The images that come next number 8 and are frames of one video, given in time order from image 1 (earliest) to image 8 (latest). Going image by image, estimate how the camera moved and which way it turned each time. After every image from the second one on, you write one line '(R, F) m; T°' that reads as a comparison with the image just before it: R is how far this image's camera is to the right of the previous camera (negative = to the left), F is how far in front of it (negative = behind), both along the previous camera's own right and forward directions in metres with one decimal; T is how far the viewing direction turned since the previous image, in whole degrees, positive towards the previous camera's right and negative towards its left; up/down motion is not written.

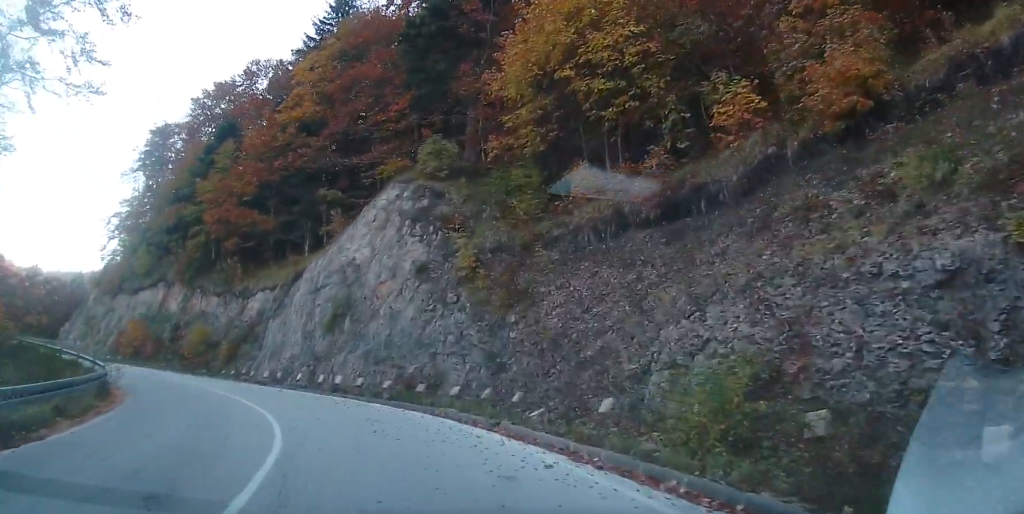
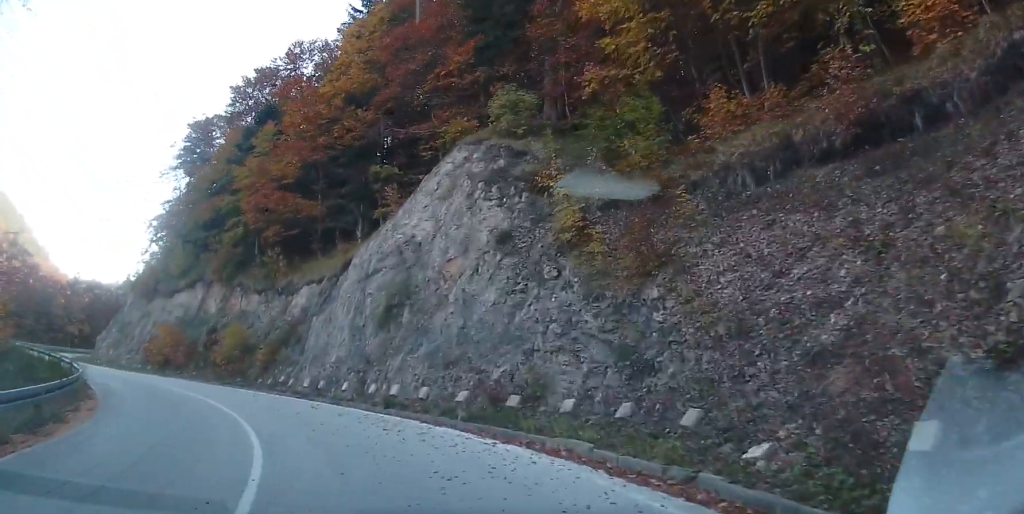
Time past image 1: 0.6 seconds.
(-0.7, +5.9) m; -10°
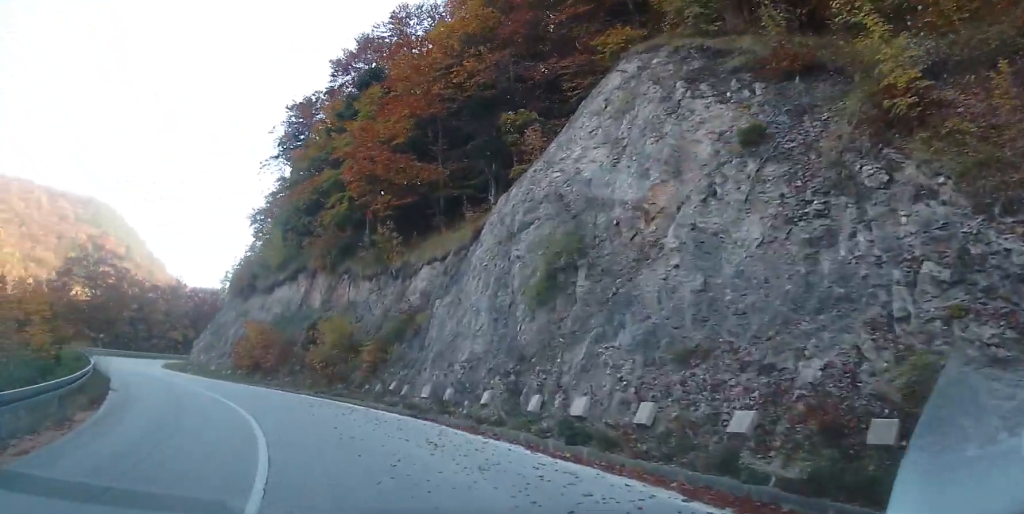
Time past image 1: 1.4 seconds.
(-1.1, +7.5) m; -11°
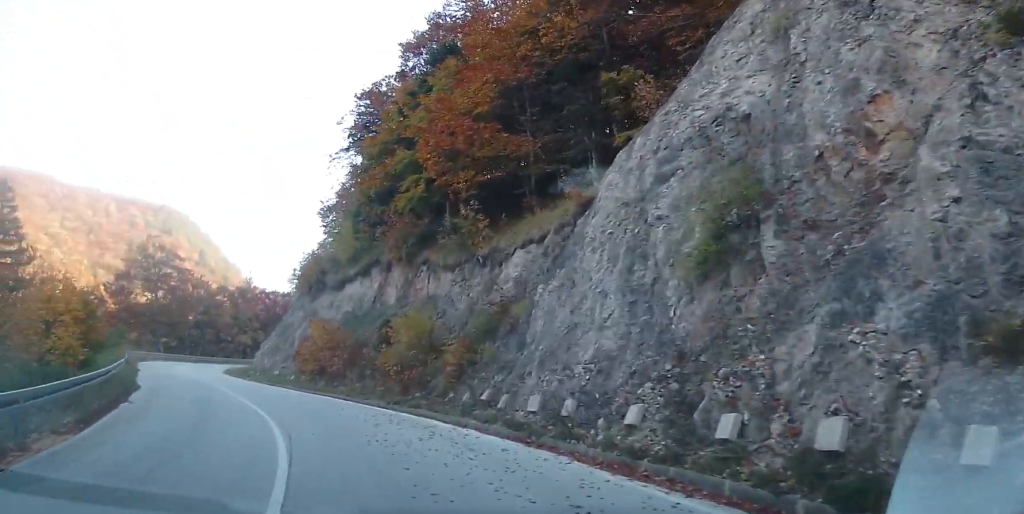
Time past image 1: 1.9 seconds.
(-0.1, +4.2) m; -3°
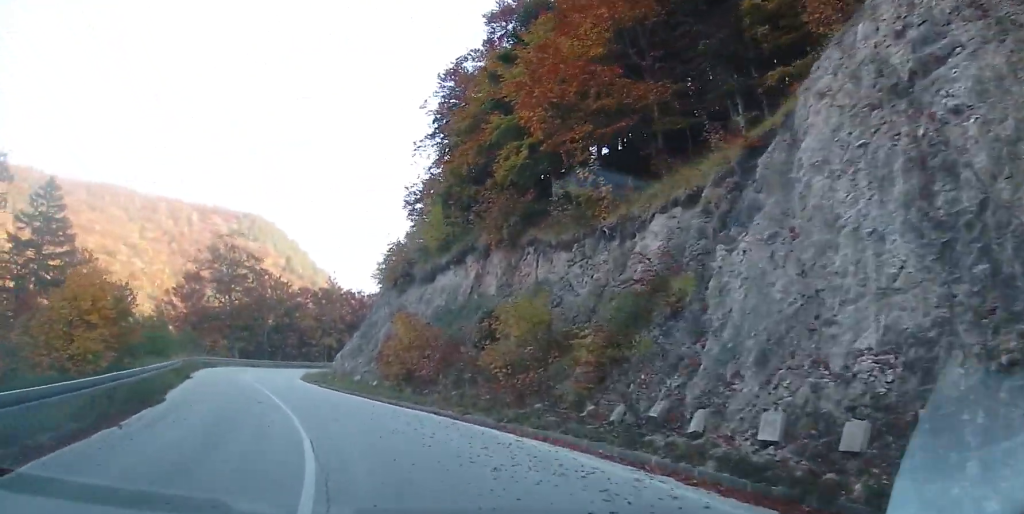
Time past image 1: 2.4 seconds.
(-0.1, +5.2) m; -3°
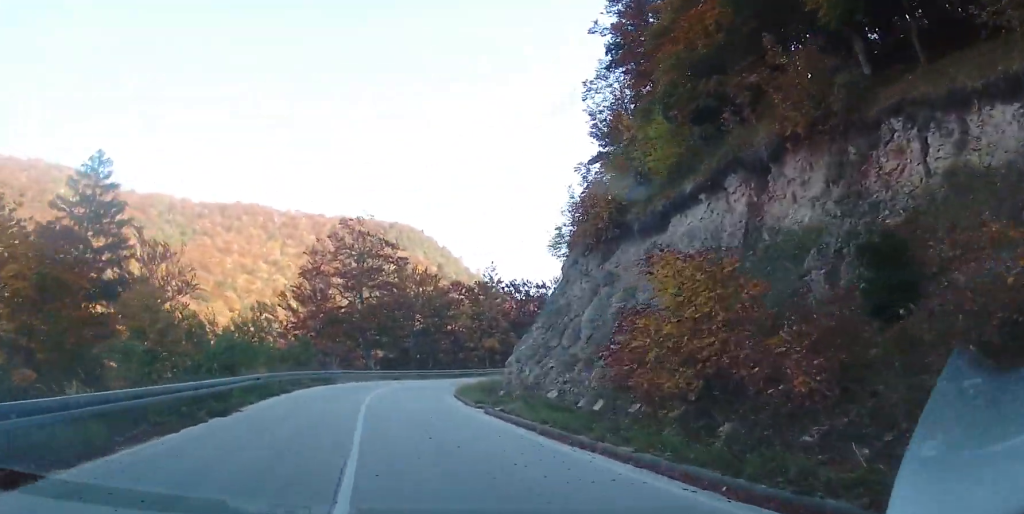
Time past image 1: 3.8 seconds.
(-0.9, +14.8) m; -7°
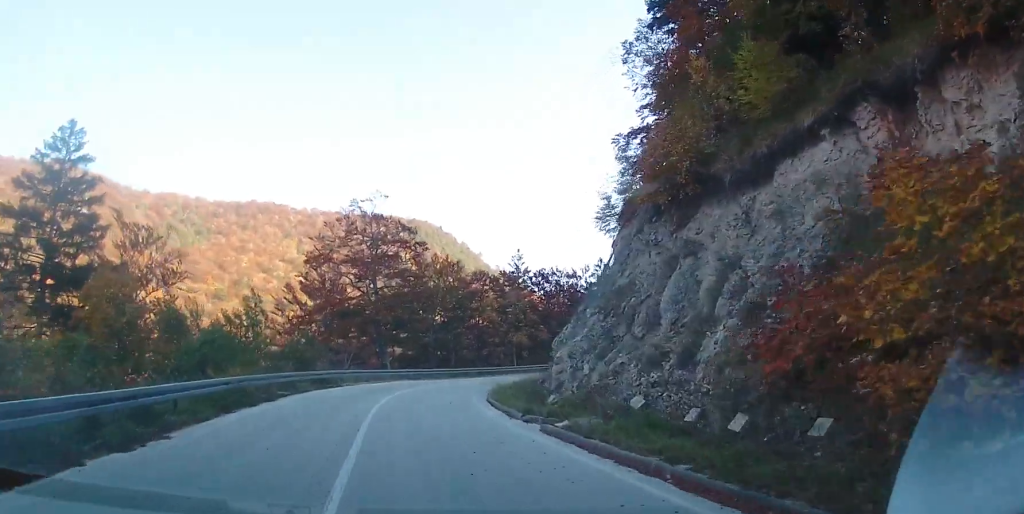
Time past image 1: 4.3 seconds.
(+0.3, +6.2) m; -4°
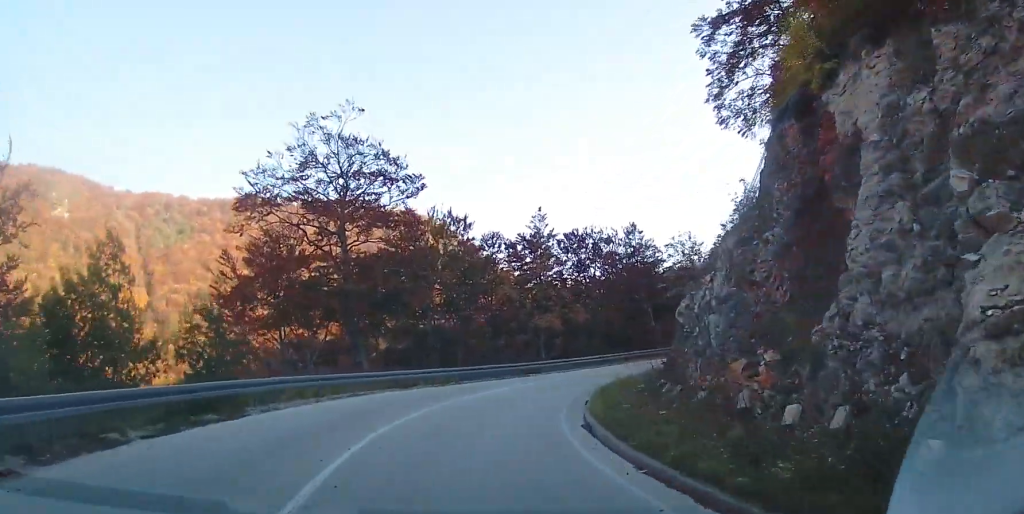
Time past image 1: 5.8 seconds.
(-1.1, +17.4) m; +1°
